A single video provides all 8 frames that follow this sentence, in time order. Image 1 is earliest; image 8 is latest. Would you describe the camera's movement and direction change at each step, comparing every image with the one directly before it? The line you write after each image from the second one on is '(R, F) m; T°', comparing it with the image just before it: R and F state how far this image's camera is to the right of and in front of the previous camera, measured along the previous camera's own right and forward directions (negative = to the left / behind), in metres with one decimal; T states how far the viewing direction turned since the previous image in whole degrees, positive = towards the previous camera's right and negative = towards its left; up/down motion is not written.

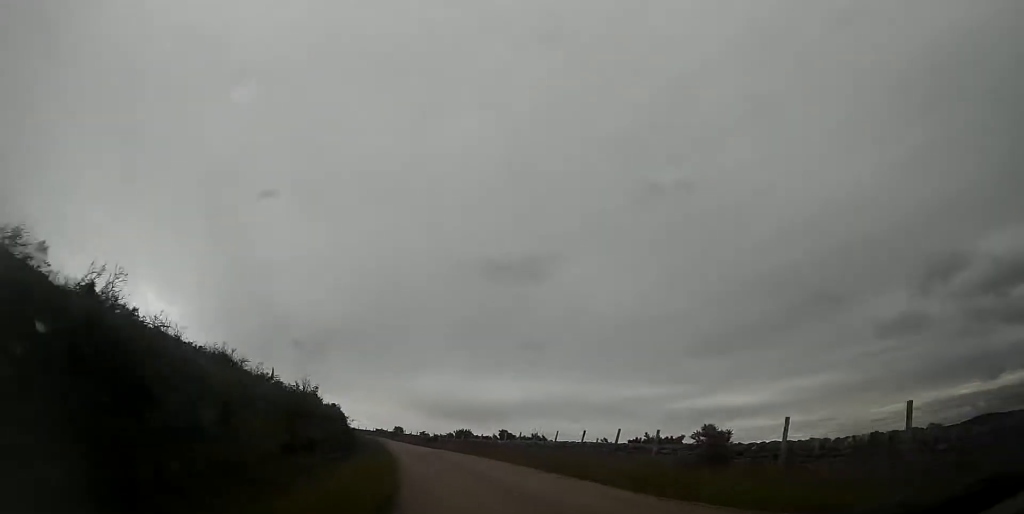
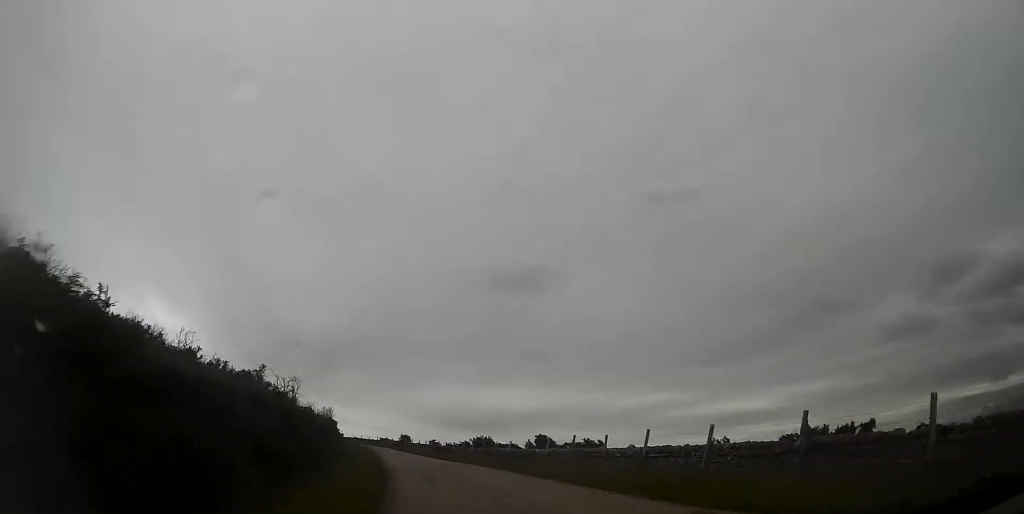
(-0.1, +10.5) m; -2°
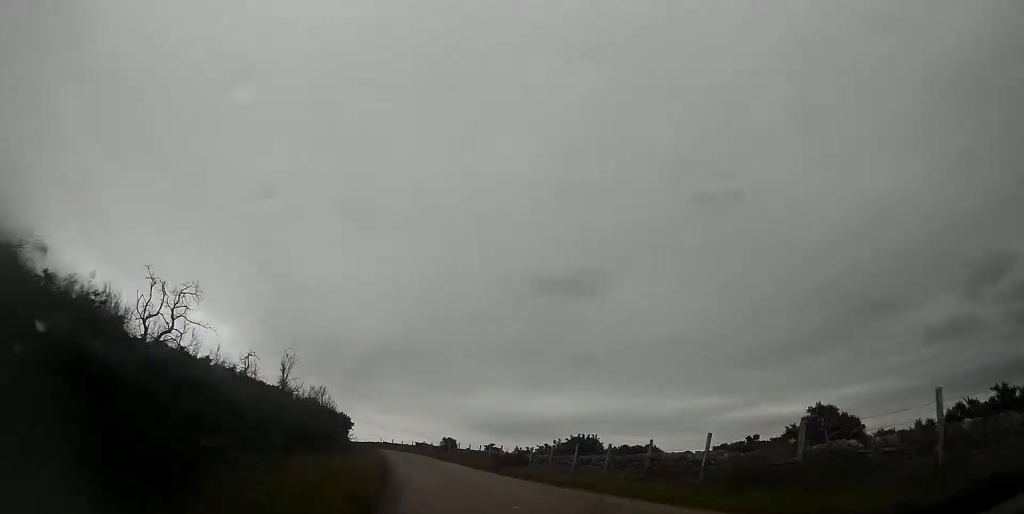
(-0.7, +20.2) m; -3°
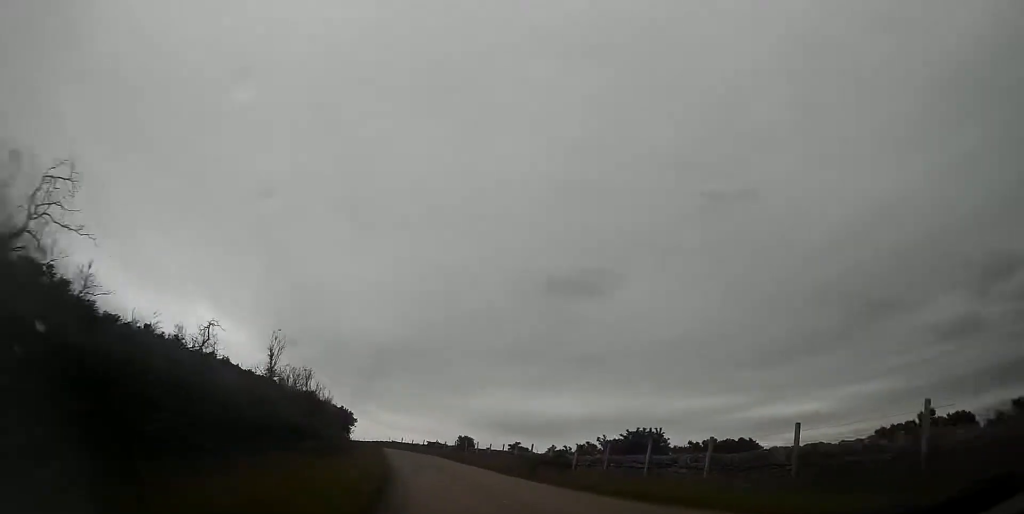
(0.0, +6.7) m; -1°
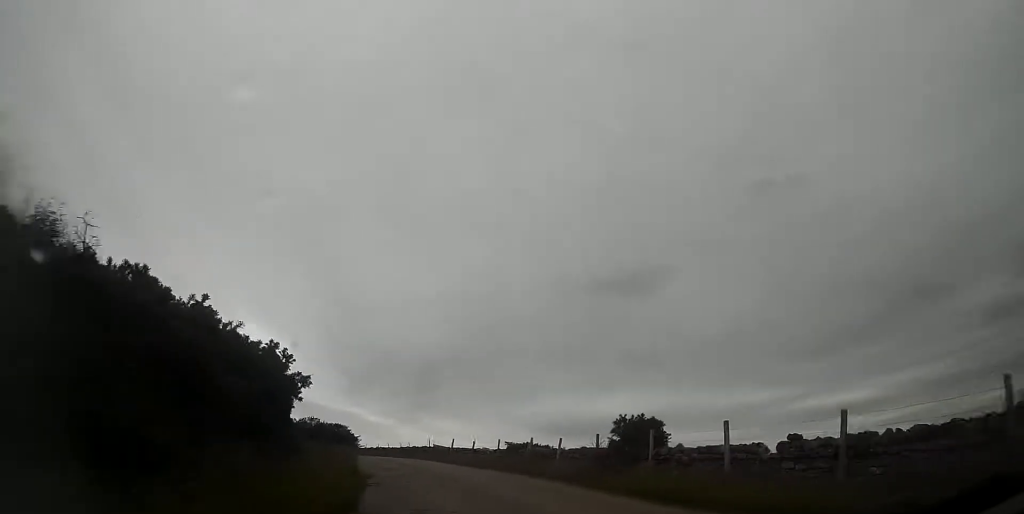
(-1.2, +30.8) m; -6°
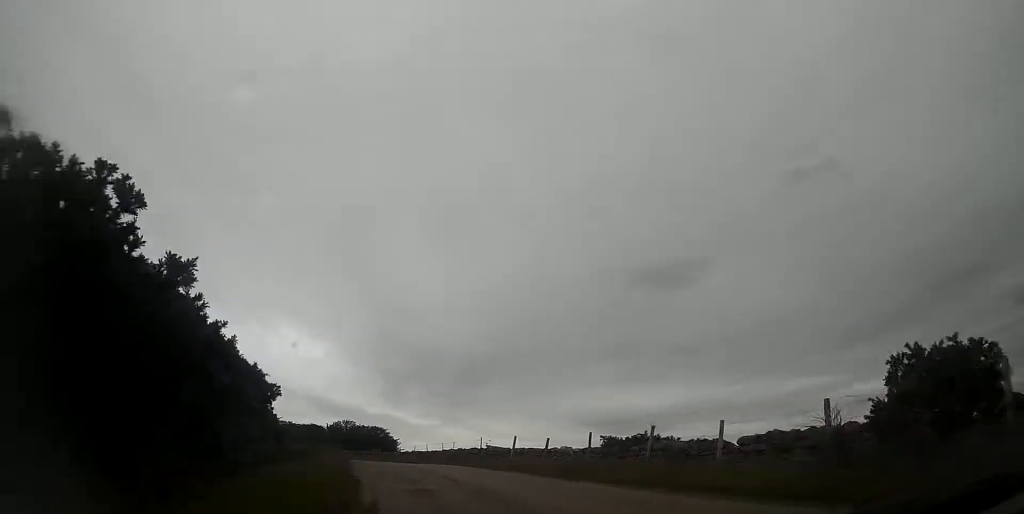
(-0.3, +9.2) m; -4°
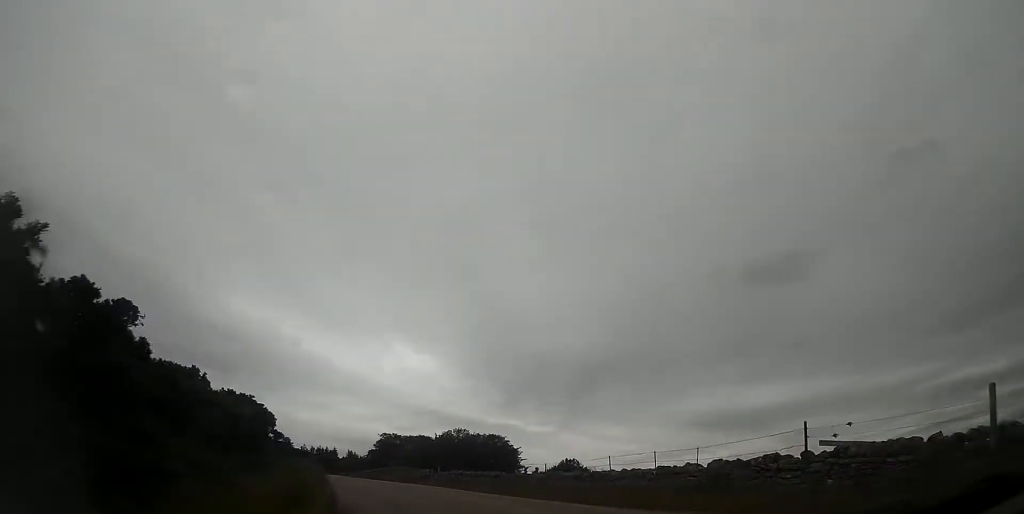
(-1.8, +18.6) m; -11°
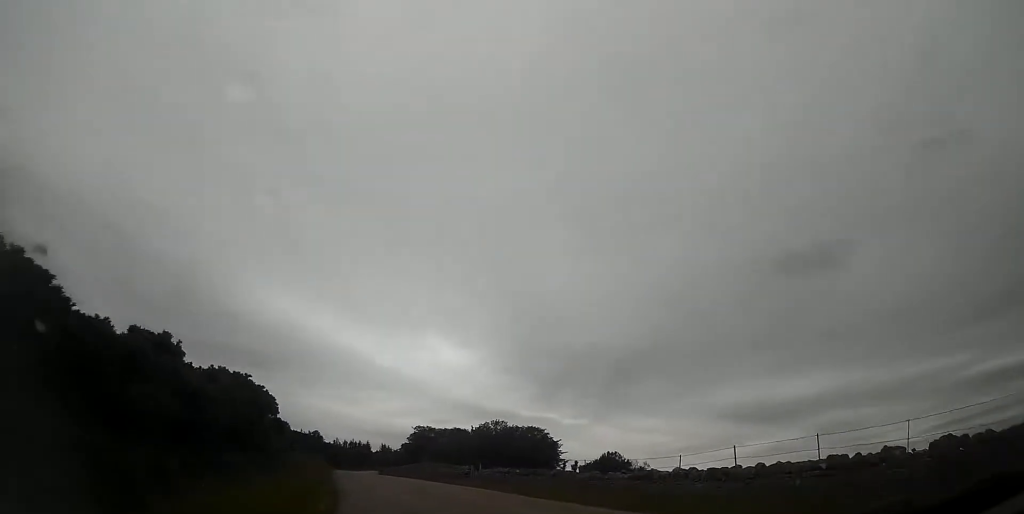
(-0.1, +5.4) m; -3°
